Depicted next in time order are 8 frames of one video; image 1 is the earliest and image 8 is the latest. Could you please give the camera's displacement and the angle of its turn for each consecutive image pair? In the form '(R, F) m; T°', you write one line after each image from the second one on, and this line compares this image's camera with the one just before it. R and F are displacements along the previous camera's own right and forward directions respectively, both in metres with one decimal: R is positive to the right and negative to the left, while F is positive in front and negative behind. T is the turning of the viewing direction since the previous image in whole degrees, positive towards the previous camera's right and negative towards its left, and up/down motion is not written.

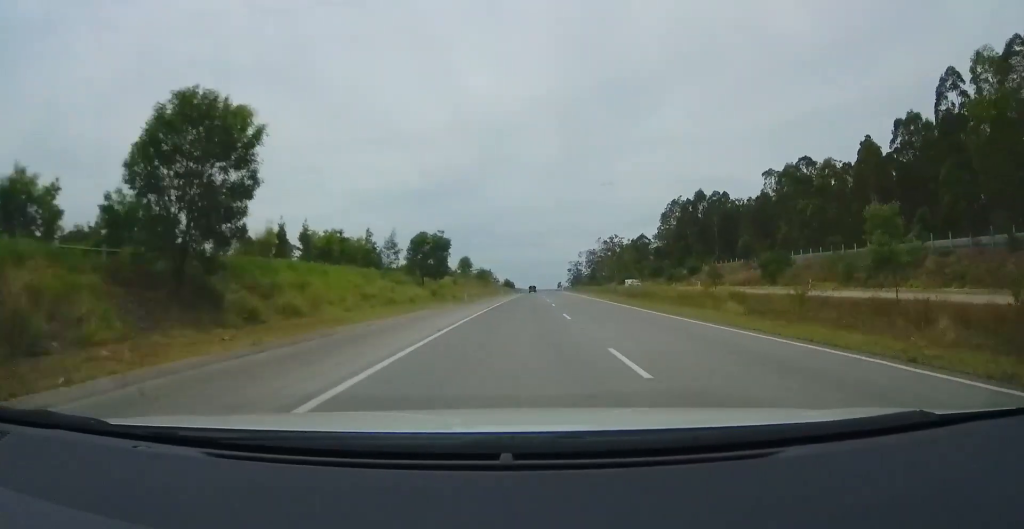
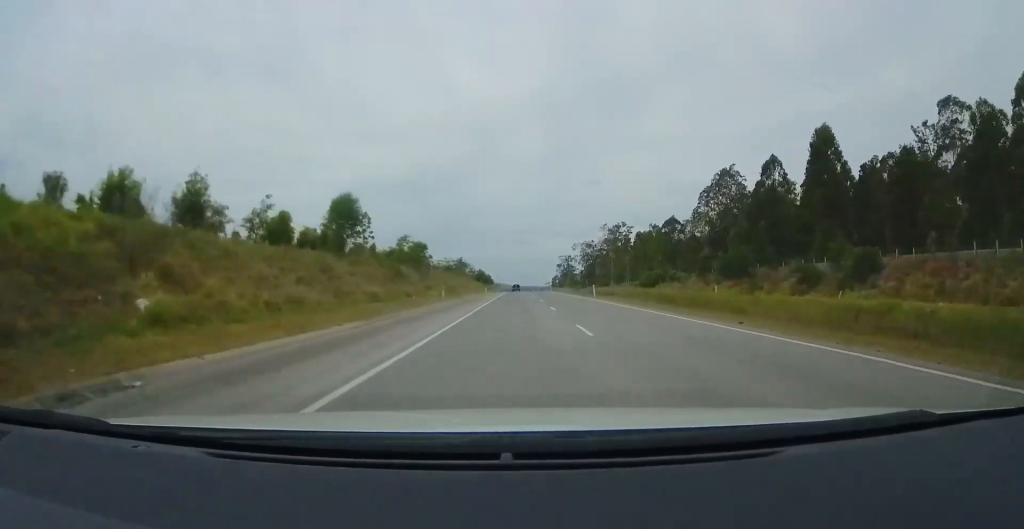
(+2.3, +67.8) m; +2°
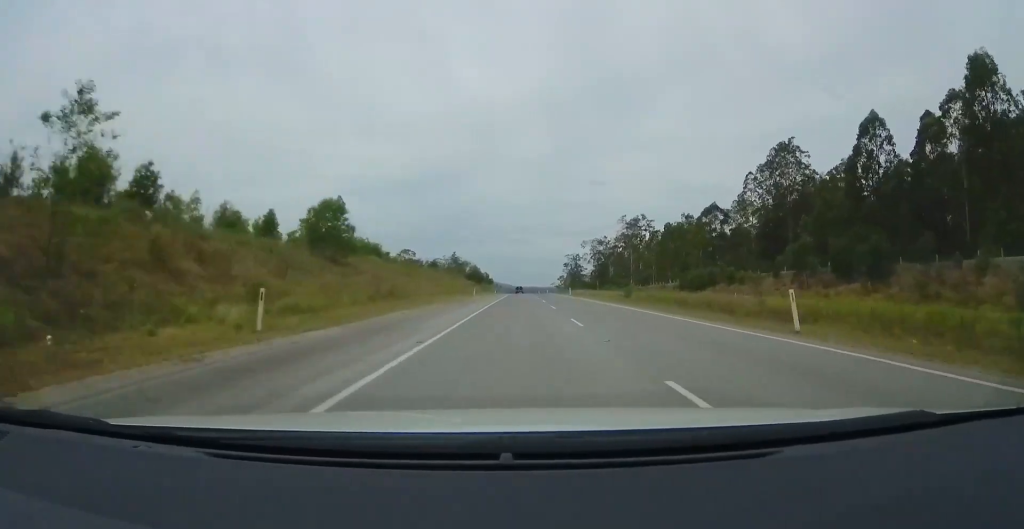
(-0.4, +32.6) m; 0°
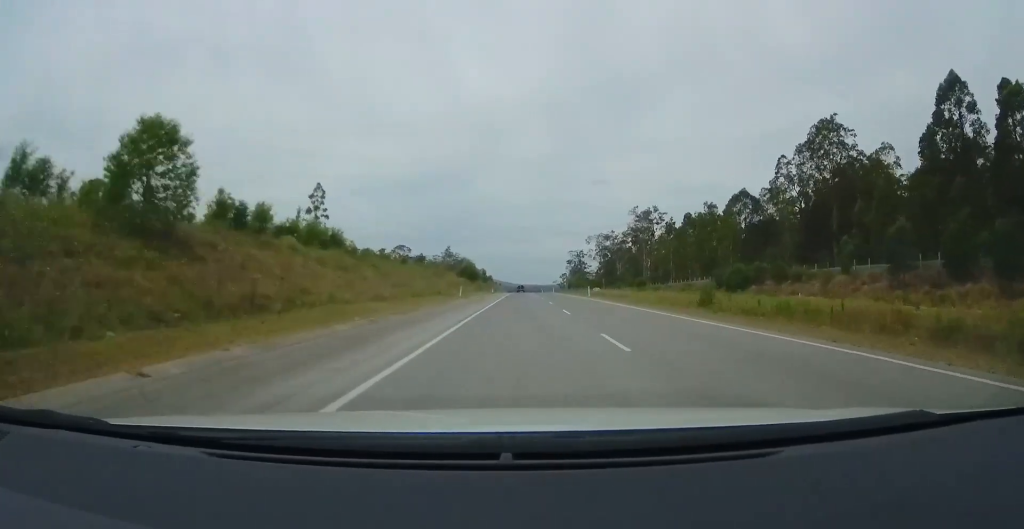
(+0.2, +18.1) m; 0°
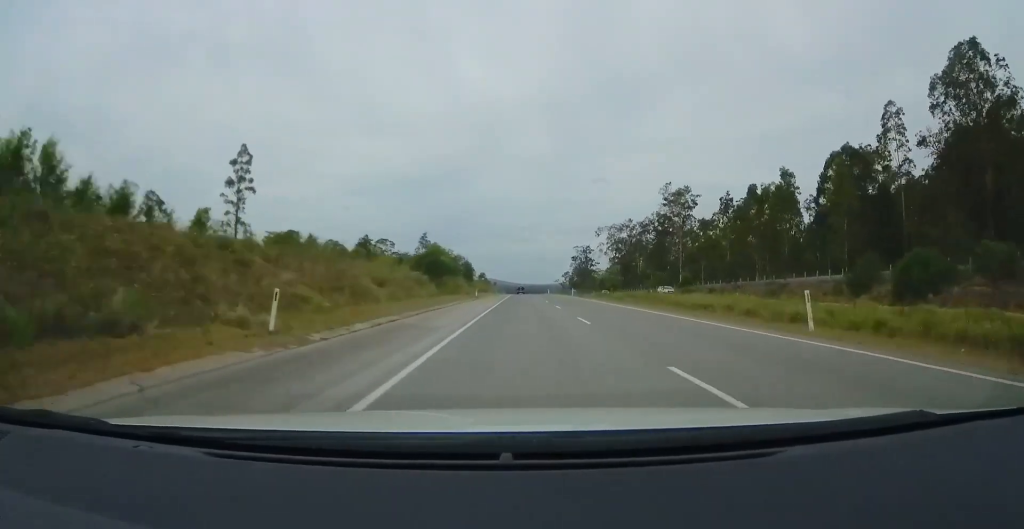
(-0.1, +40.9) m; -1°
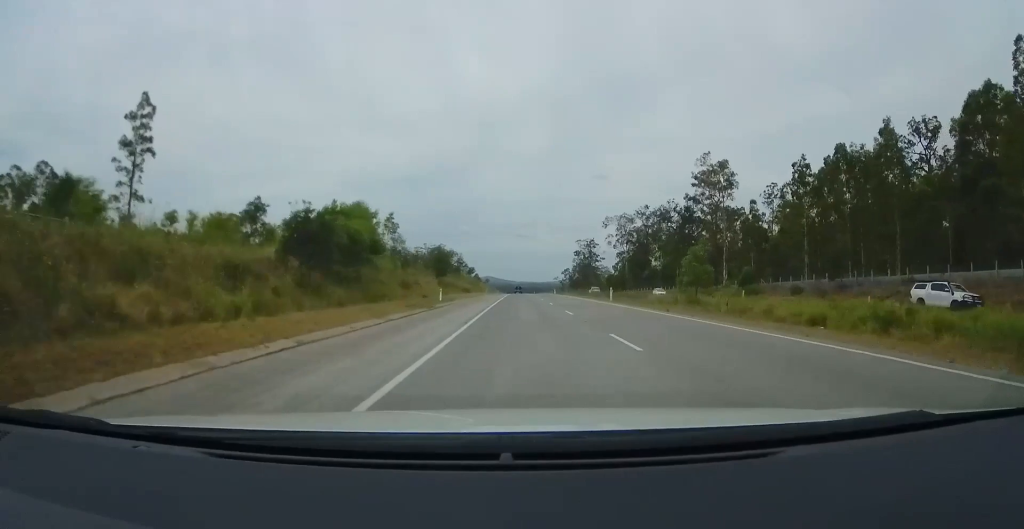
(-0.1, +31.4) m; +1°
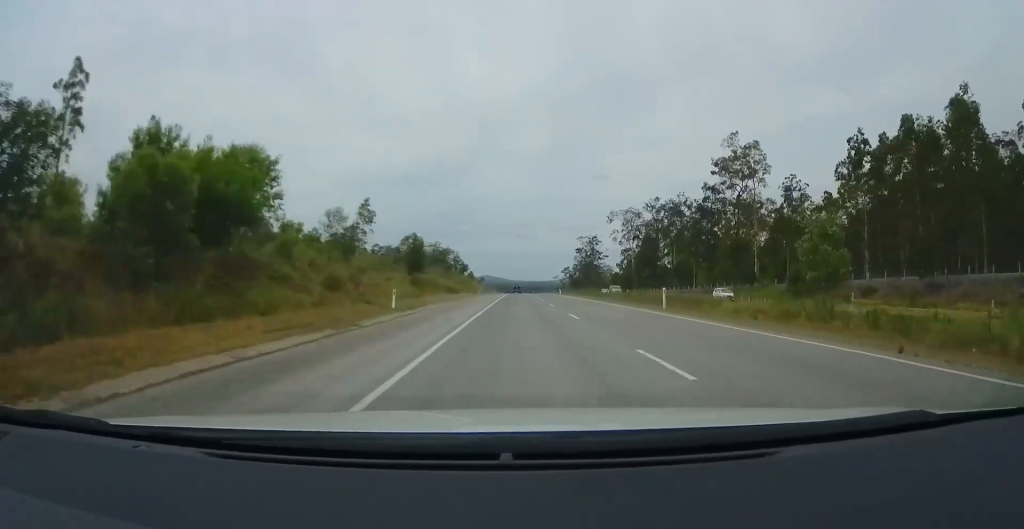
(+0.2, +15.7) m; 0°
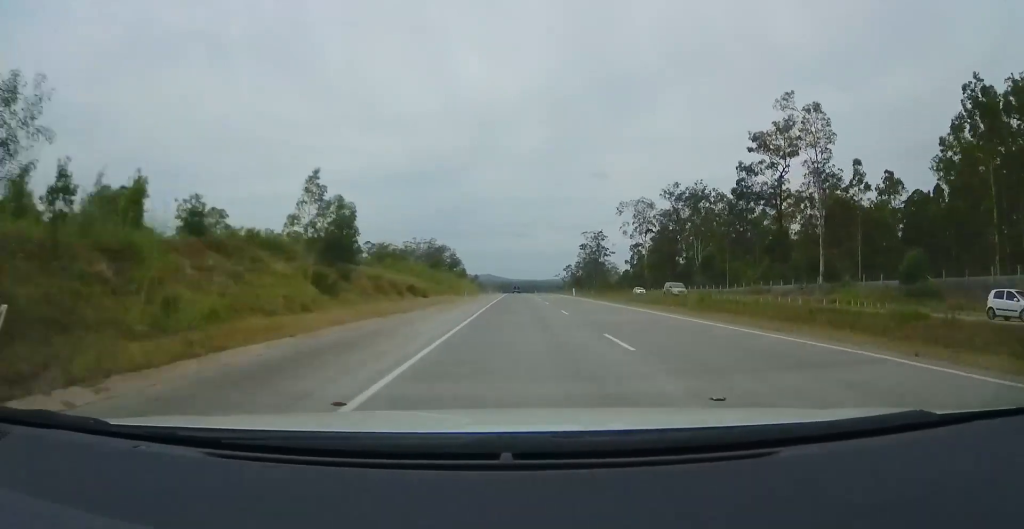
(+0.3, +20.5) m; 0°
